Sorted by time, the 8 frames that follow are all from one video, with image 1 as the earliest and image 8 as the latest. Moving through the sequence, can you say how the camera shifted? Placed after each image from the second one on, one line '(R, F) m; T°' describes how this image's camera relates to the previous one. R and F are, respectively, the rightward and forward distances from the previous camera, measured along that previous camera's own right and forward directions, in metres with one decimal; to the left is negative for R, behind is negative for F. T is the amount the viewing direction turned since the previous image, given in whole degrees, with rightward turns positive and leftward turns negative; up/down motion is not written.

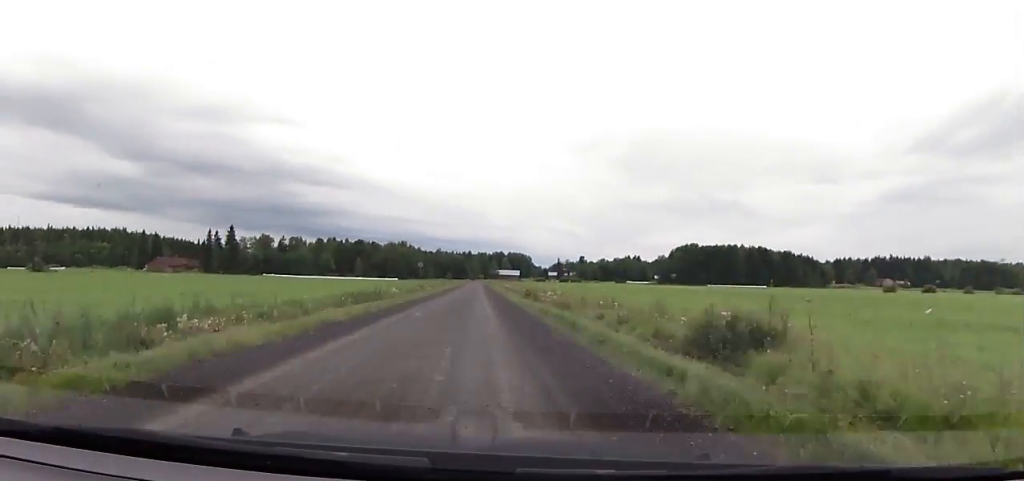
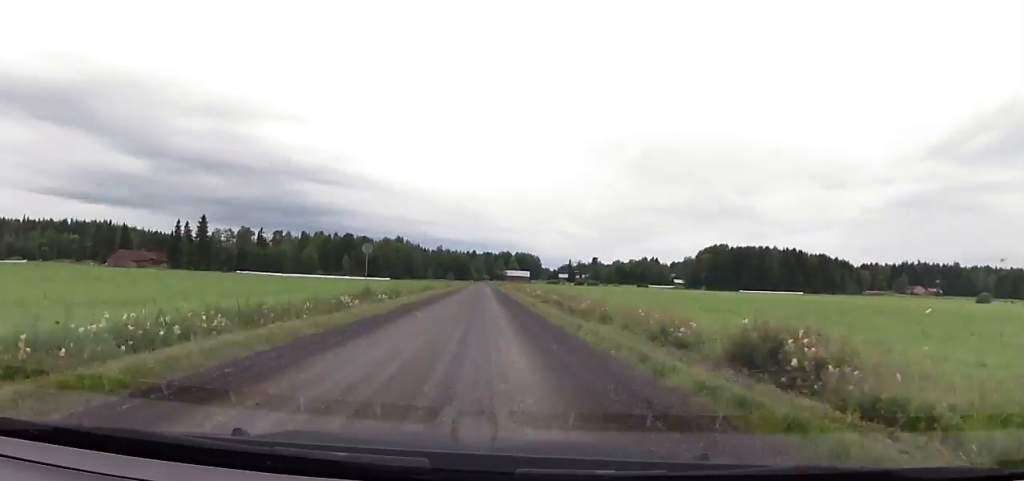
(-0.7, +38.8) m; 0°
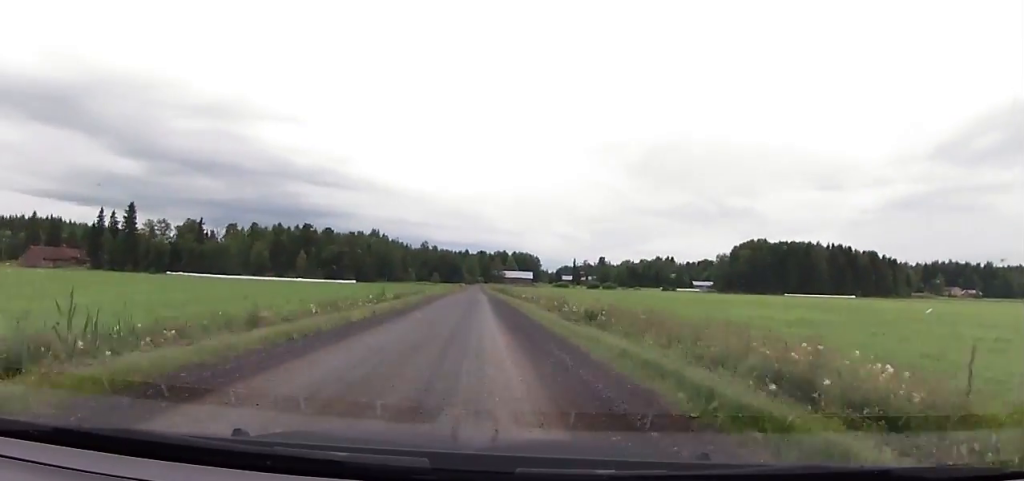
(+0.8, +62.5) m; +1°
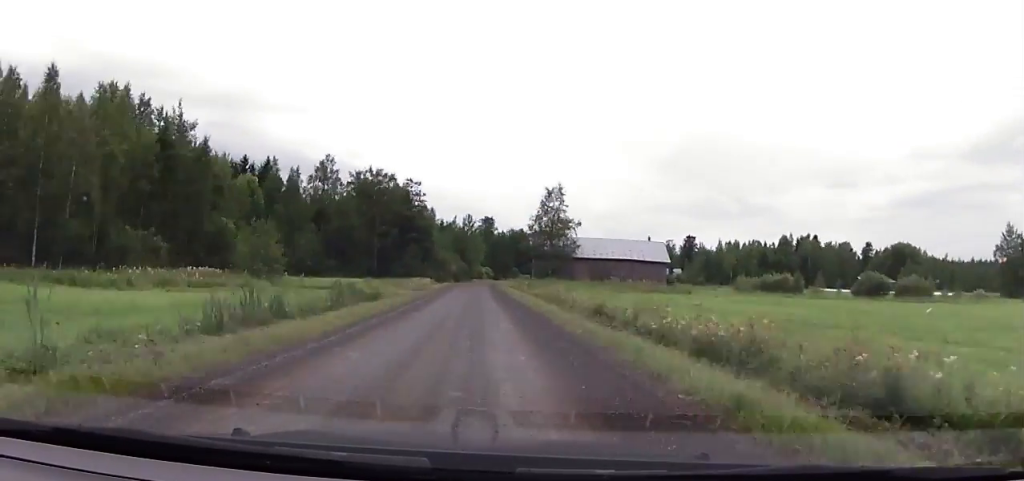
(+2.5, +203.8) m; +3°
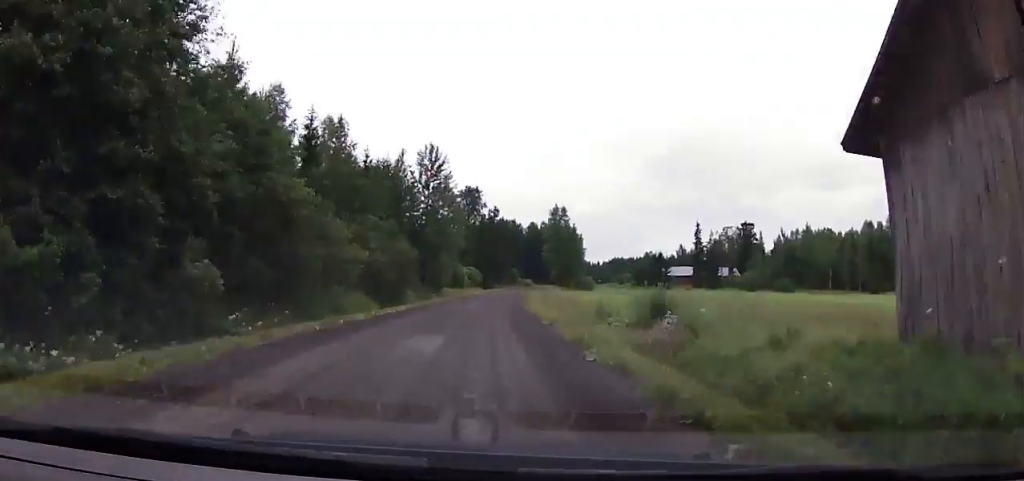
(+2.2, +83.6) m; +4°
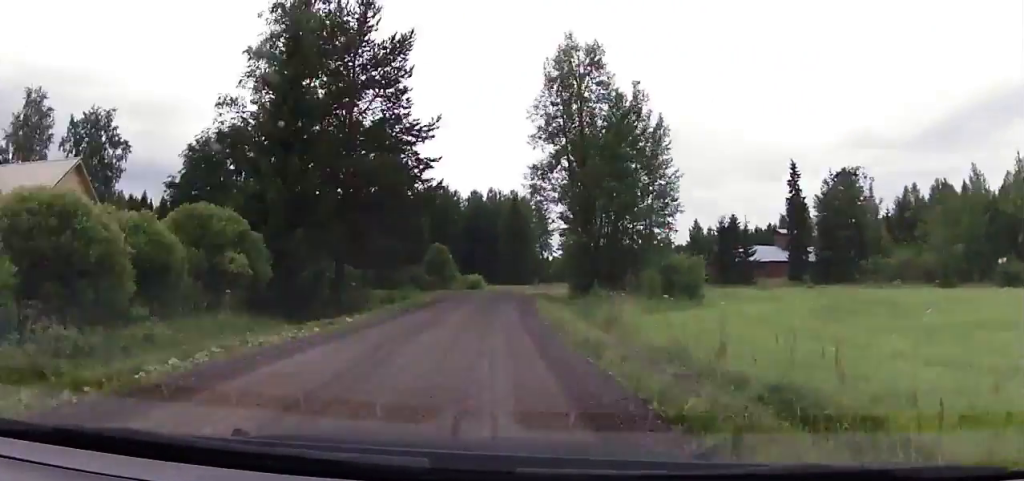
(+4.0, +91.9) m; +10°
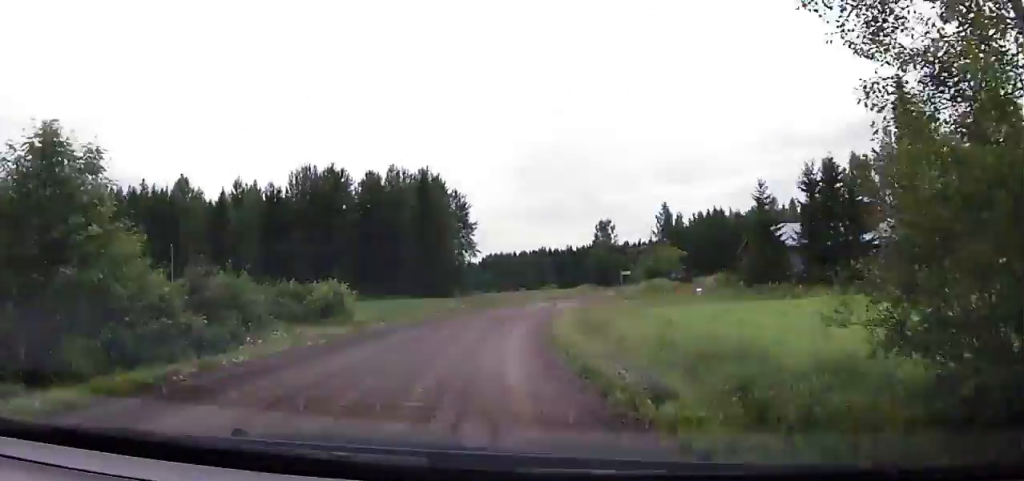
(+2.3, +46.9) m; +6°
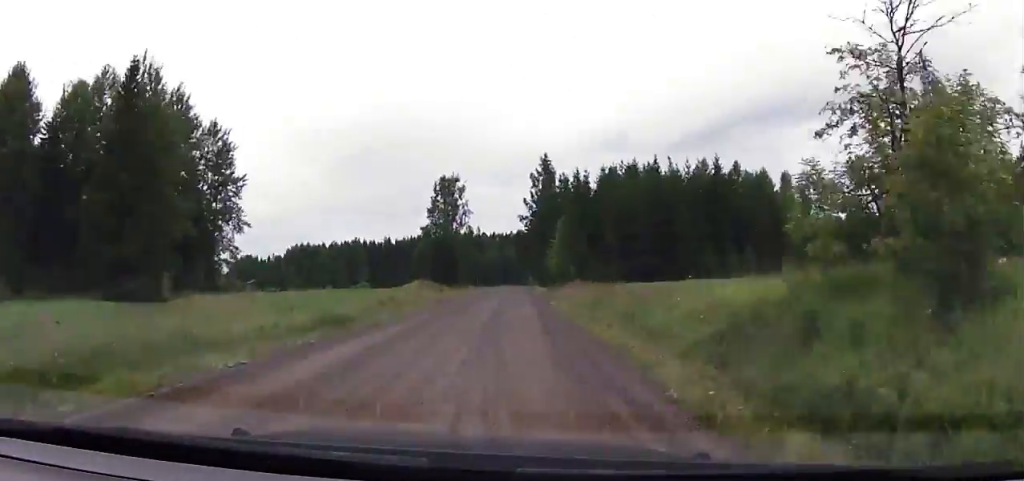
(+8.0, +58.6) m; +6°
